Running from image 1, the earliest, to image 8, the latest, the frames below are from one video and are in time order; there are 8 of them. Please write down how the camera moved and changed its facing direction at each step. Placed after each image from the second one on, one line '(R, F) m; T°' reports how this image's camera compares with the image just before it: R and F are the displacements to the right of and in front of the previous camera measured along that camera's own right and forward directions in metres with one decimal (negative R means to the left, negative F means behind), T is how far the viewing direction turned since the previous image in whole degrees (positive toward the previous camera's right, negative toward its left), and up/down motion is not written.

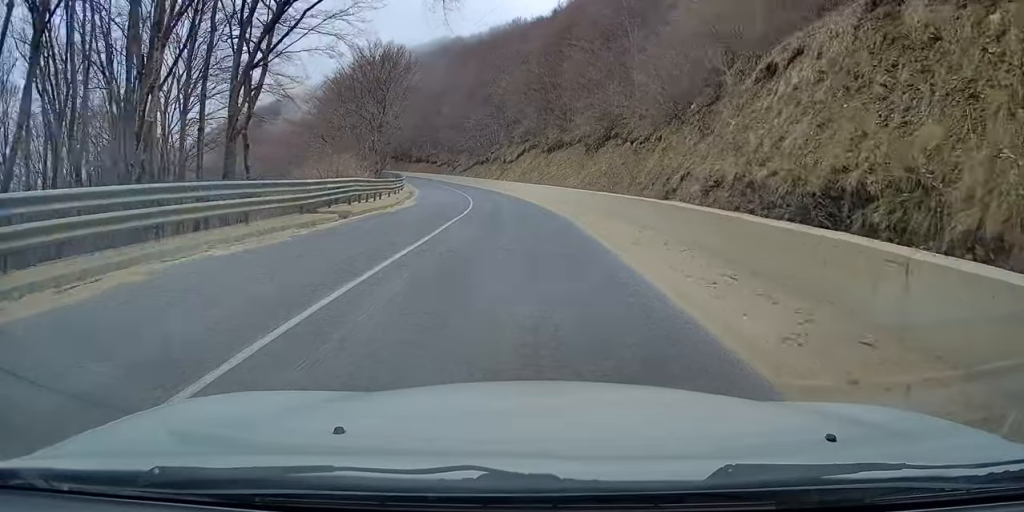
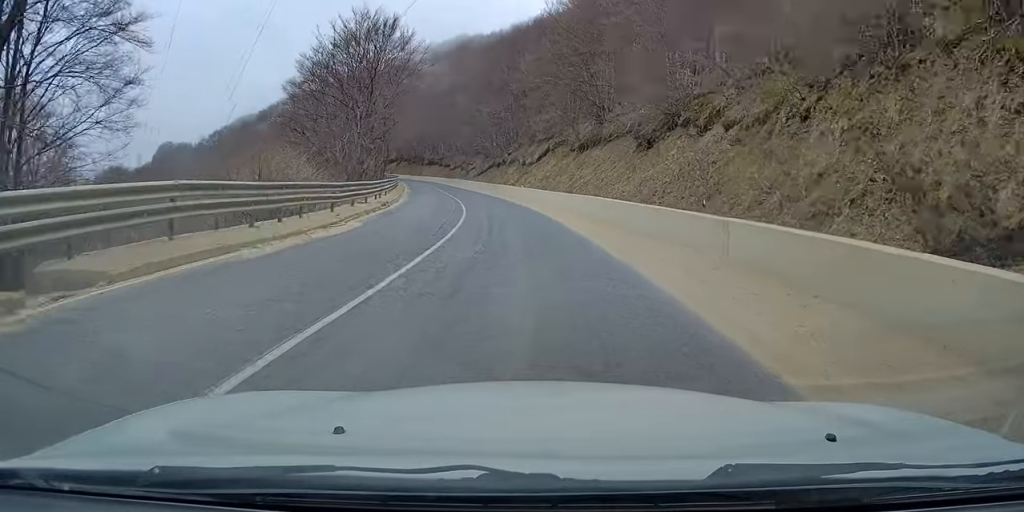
(-0.2, +14.1) m; -2°
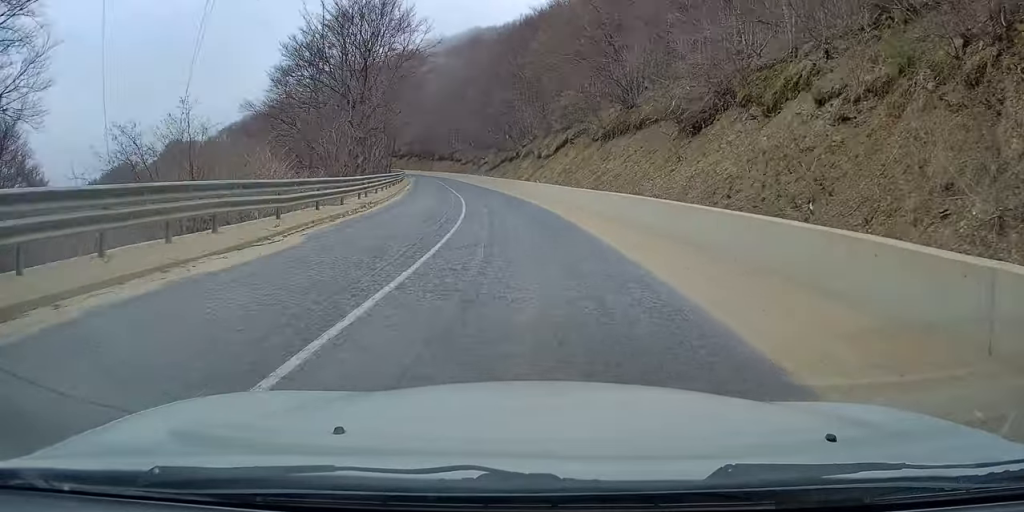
(+0.1, +6.3) m; -1°
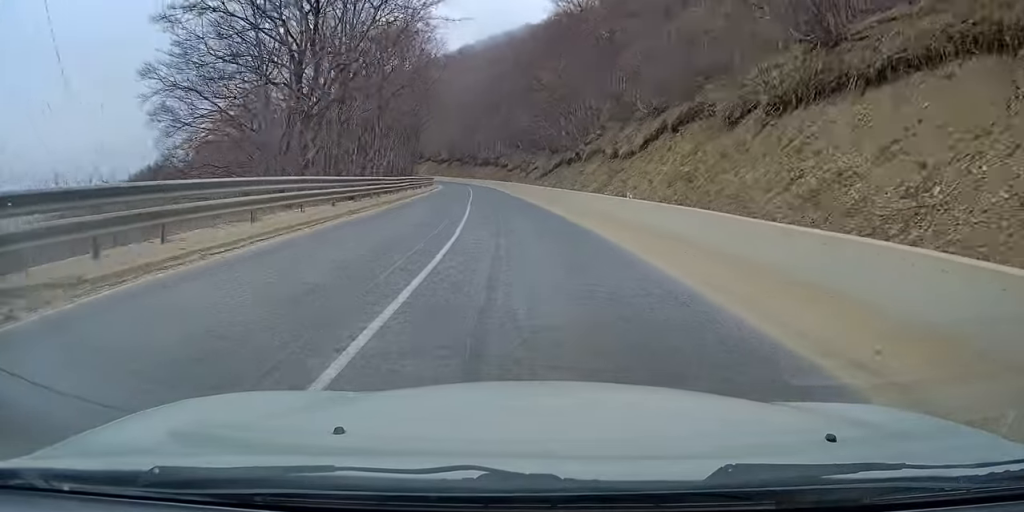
(-0.7, +20.2) m; -3°
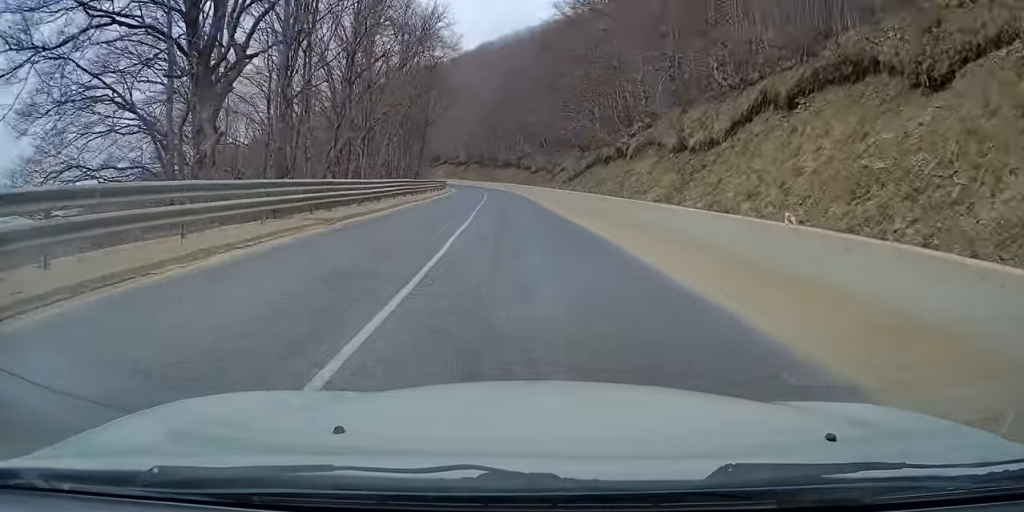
(0.0, +10.9) m; -1°
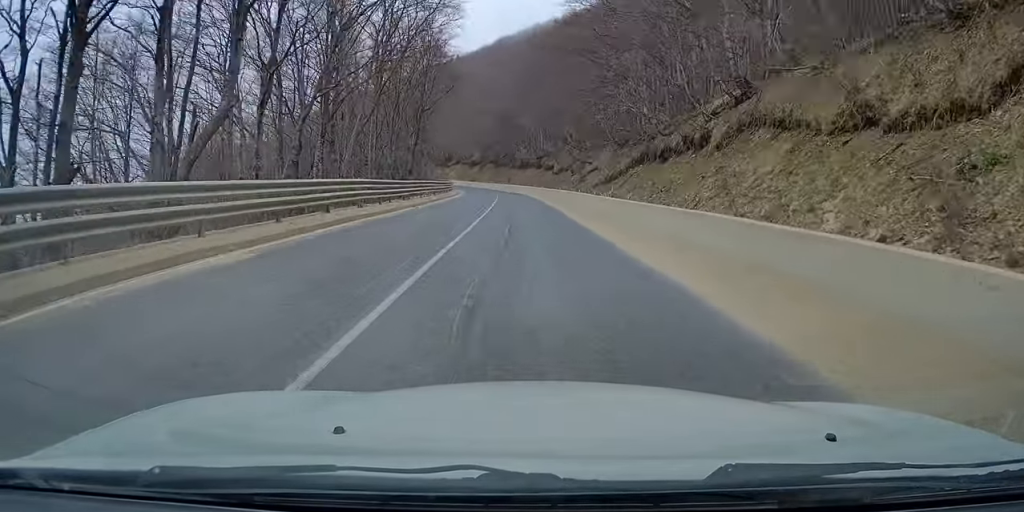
(-0.3, +12.9) m; -2°
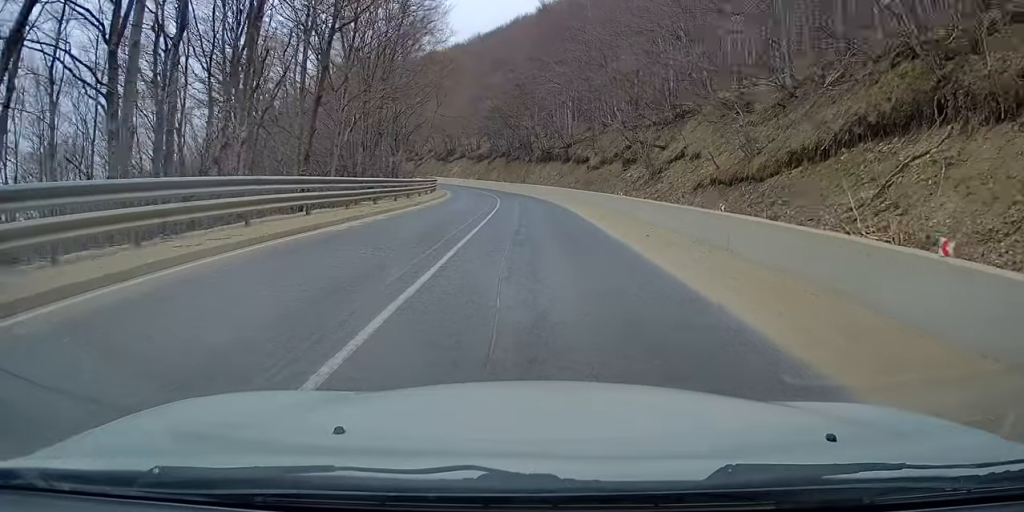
(-0.9, +25.4) m; -3°
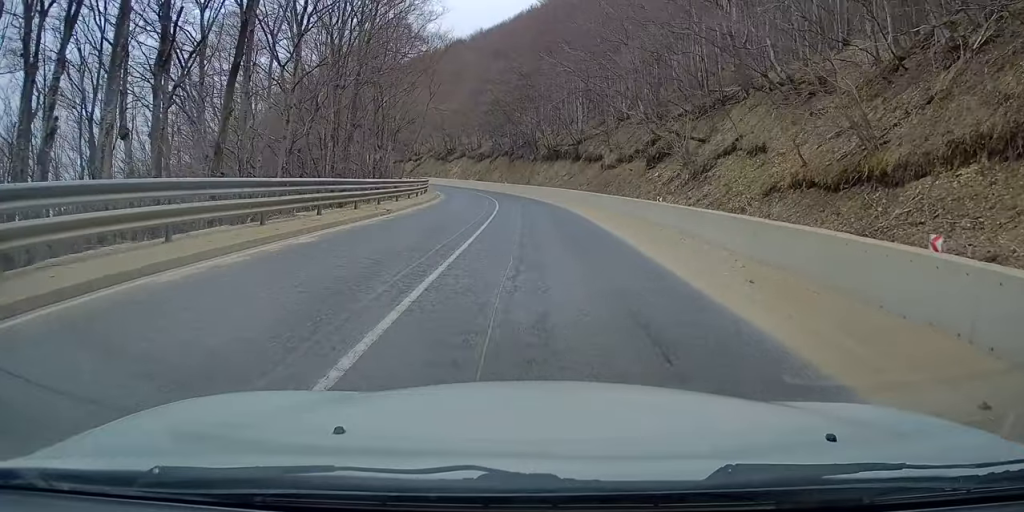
(-0.2, +7.2) m; 0°
